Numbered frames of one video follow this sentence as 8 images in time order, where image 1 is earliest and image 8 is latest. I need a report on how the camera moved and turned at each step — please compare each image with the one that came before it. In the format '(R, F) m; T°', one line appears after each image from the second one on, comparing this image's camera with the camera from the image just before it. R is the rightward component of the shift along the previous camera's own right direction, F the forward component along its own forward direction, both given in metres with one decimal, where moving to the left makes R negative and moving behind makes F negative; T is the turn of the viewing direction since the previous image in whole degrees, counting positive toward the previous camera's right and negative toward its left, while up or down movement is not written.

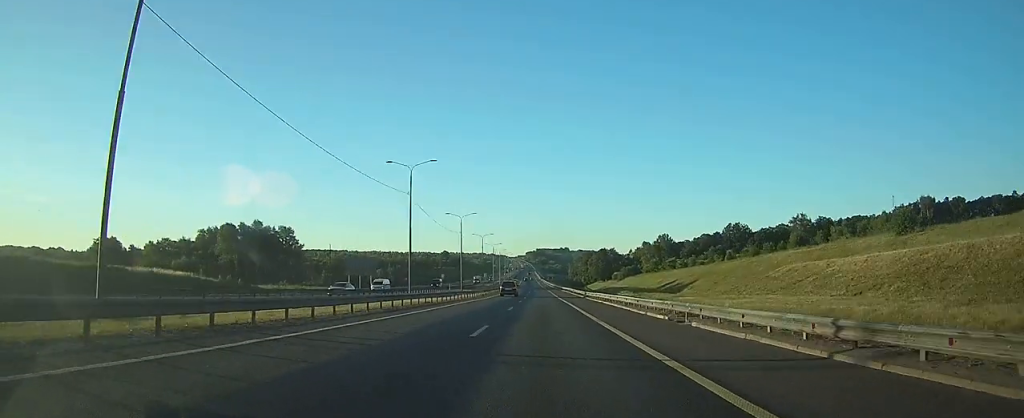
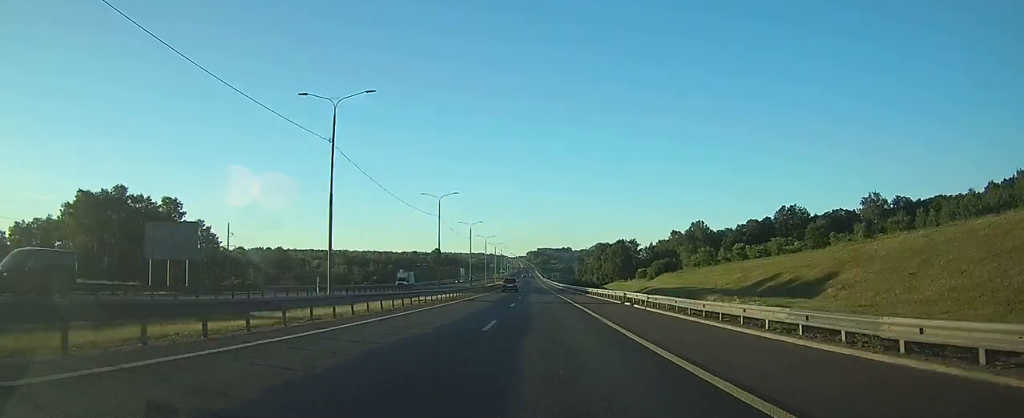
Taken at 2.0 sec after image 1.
(+0.5, +62.7) m; +1°
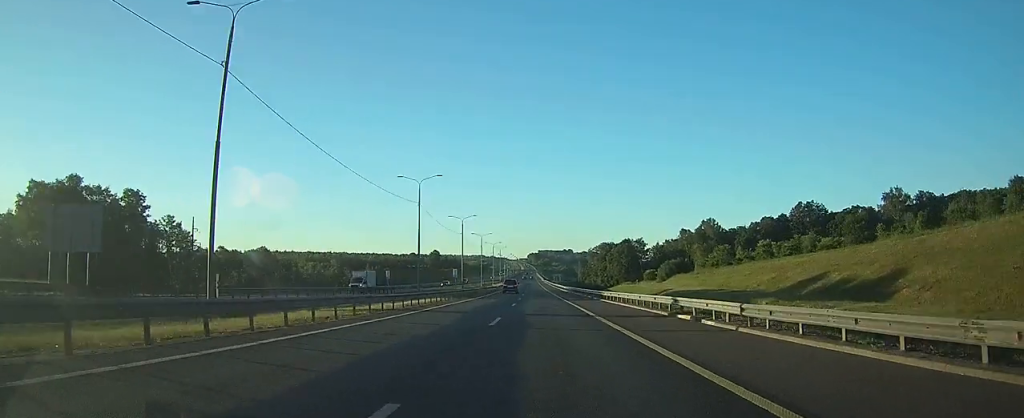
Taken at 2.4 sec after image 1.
(0.0, +13.9) m; 0°
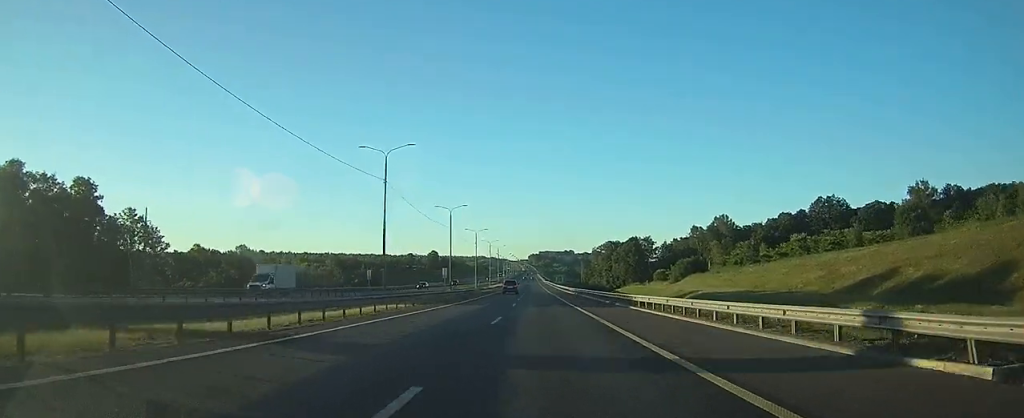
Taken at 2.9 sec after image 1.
(-0.1, +15.0) m; 0°
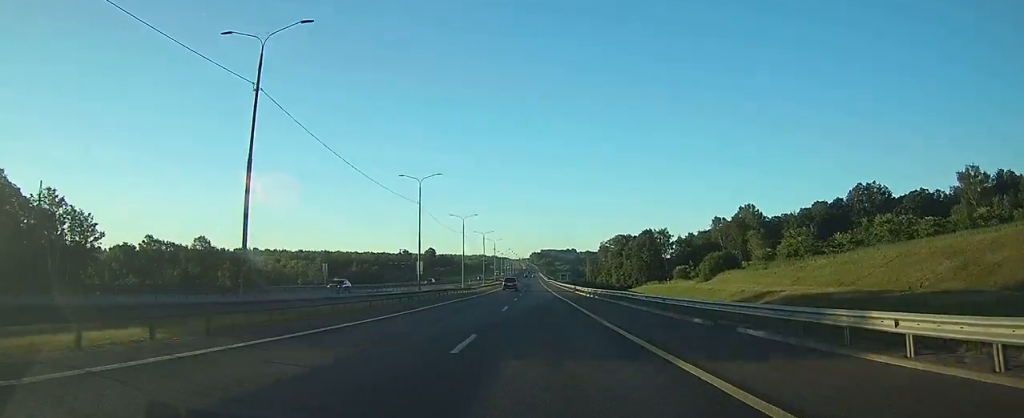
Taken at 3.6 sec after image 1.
(-0.1, +24.7) m; 0°
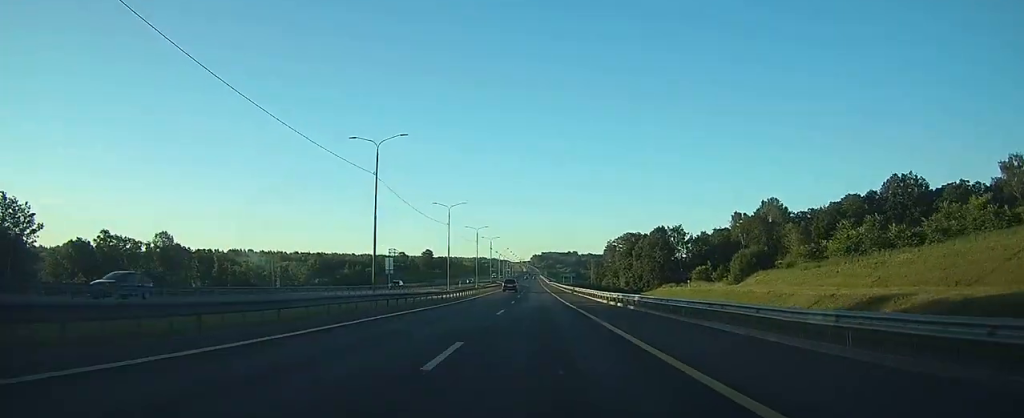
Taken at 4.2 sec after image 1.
(0.0, +18.2) m; 0°
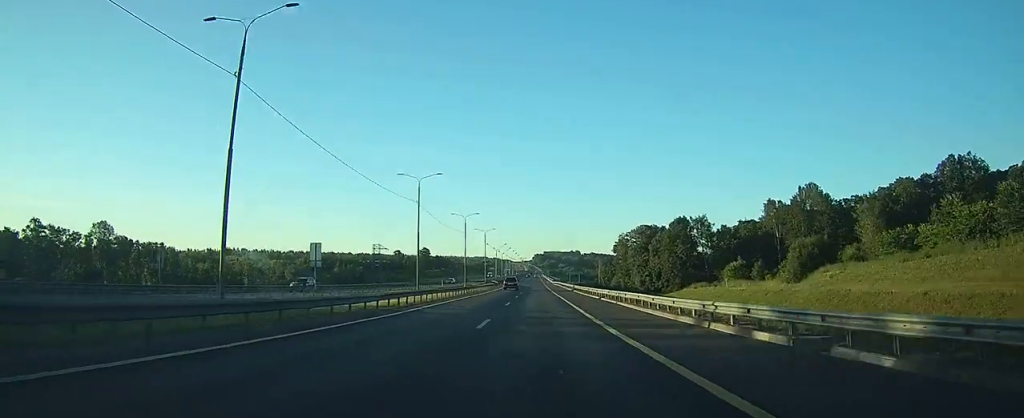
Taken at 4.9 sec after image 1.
(0.0, +23.6) m; 0°
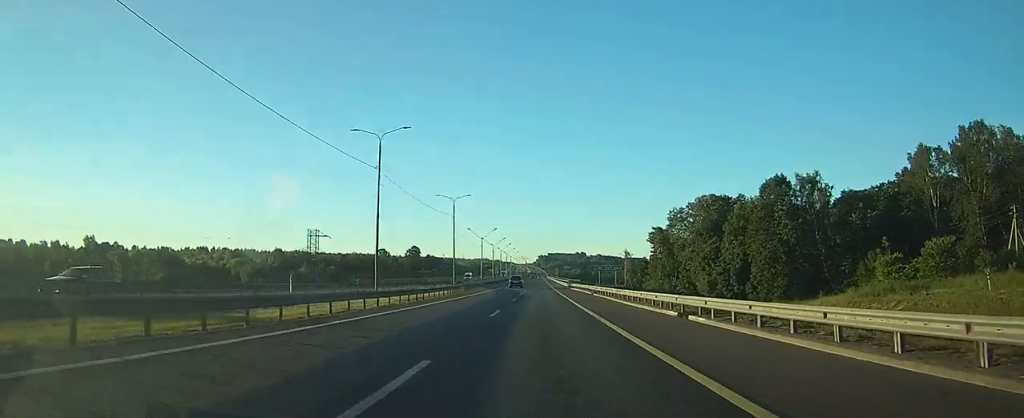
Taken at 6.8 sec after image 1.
(-0.3, +60.2) m; 0°
